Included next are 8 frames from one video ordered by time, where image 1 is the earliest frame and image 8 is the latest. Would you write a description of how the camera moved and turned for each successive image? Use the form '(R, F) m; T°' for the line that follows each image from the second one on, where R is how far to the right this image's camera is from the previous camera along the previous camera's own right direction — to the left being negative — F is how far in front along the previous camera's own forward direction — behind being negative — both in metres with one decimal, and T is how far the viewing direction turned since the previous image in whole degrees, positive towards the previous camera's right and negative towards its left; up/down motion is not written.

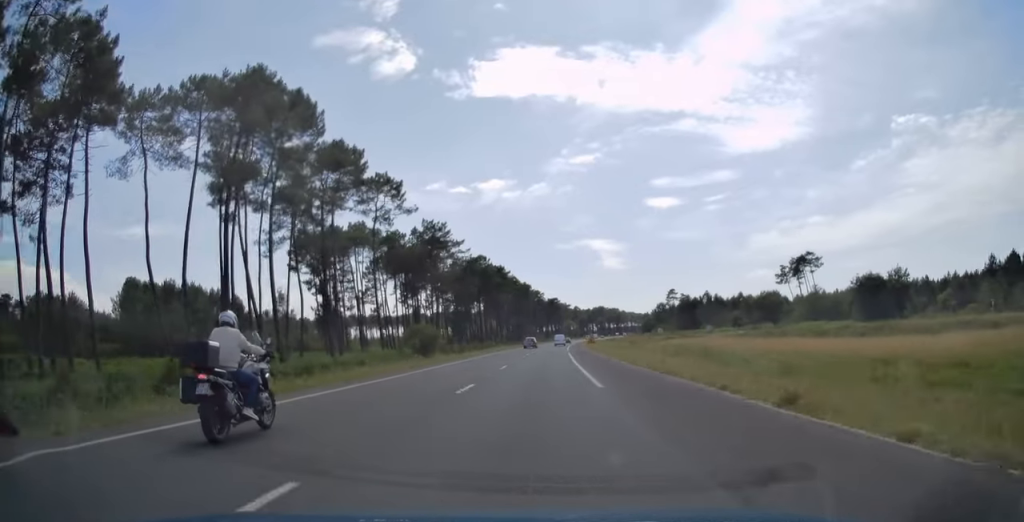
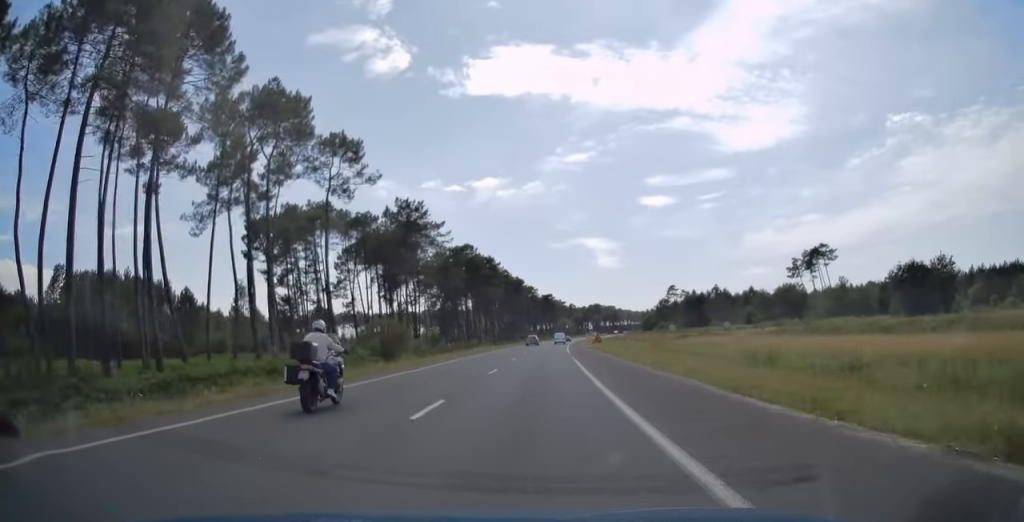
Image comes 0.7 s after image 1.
(+0.1, +18.3) m; 0°
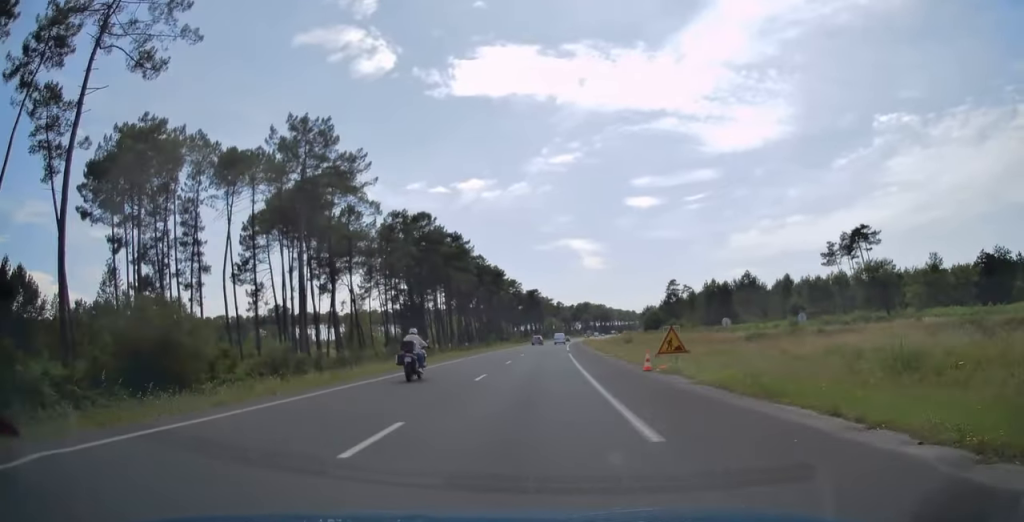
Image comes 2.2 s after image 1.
(+0.2, +42.5) m; +2°
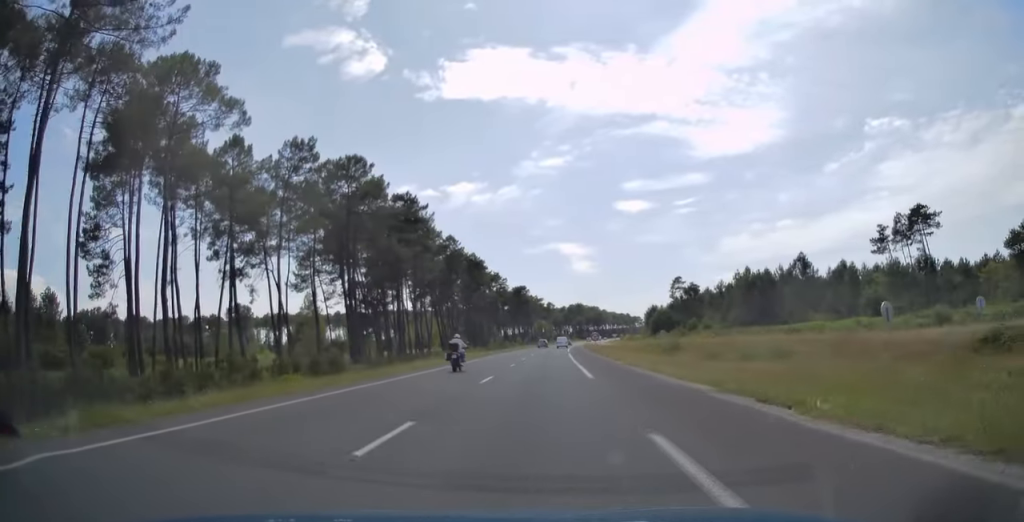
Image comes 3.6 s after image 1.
(+0.5, +38.6) m; +1°
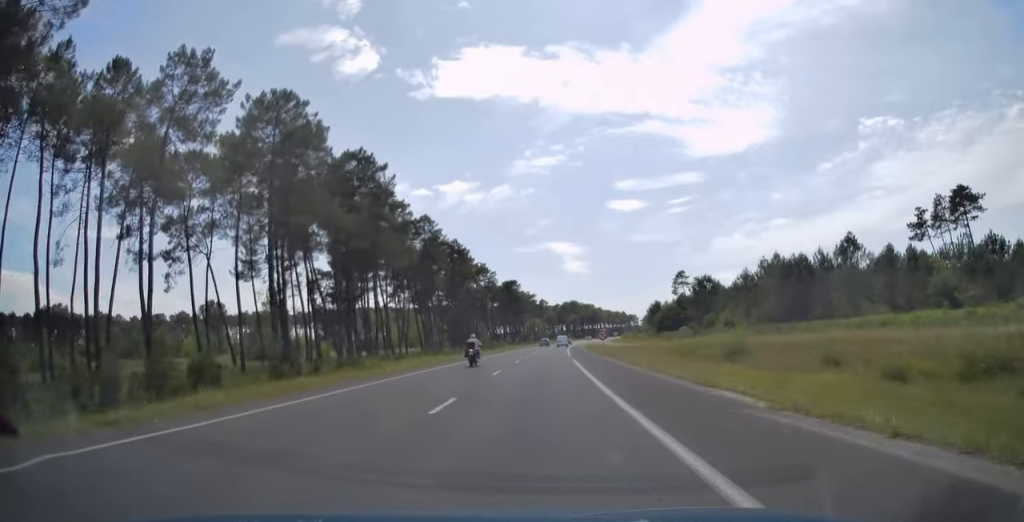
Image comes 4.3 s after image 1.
(-0.3, +21.9) m; 0°
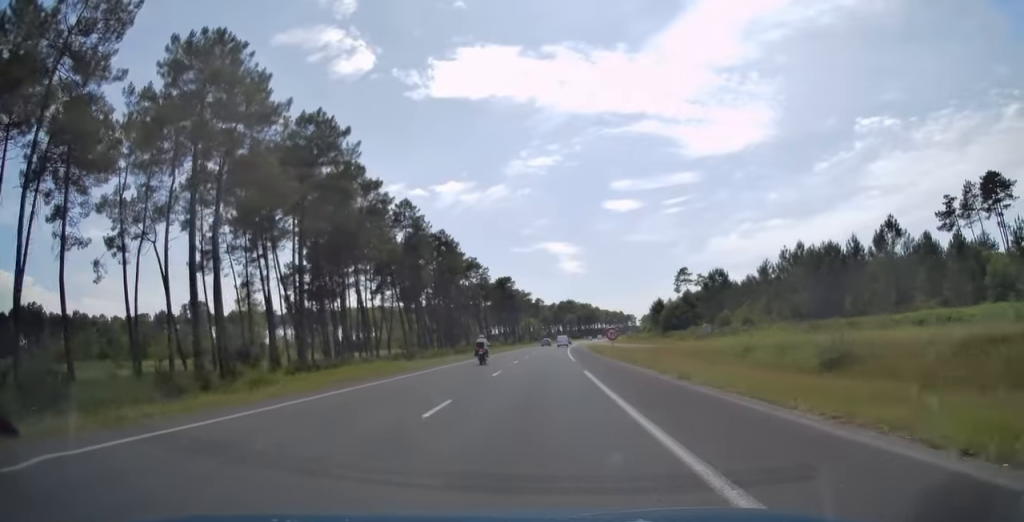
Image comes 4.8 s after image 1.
(+0.2, +13.5) m; 0°
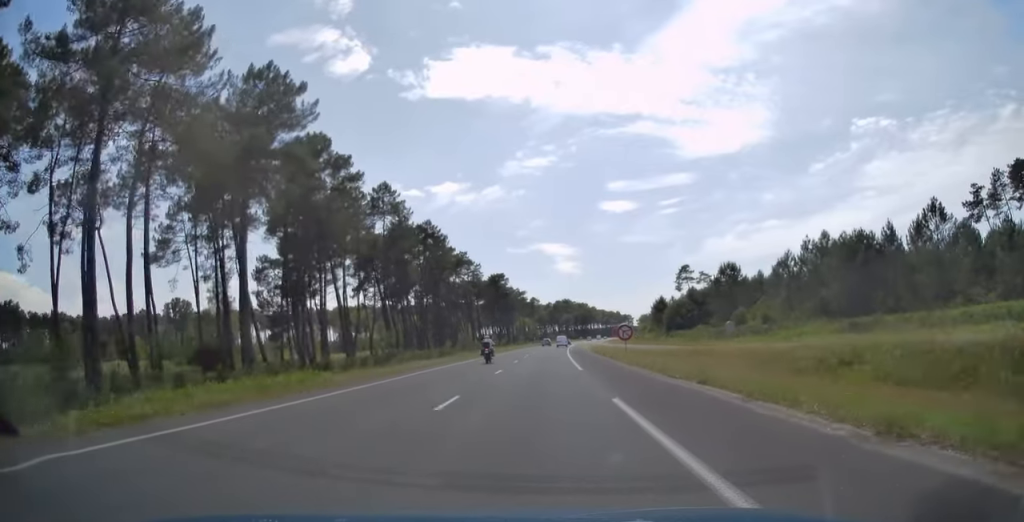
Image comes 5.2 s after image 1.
(+0.1, +11.7) m; 0°
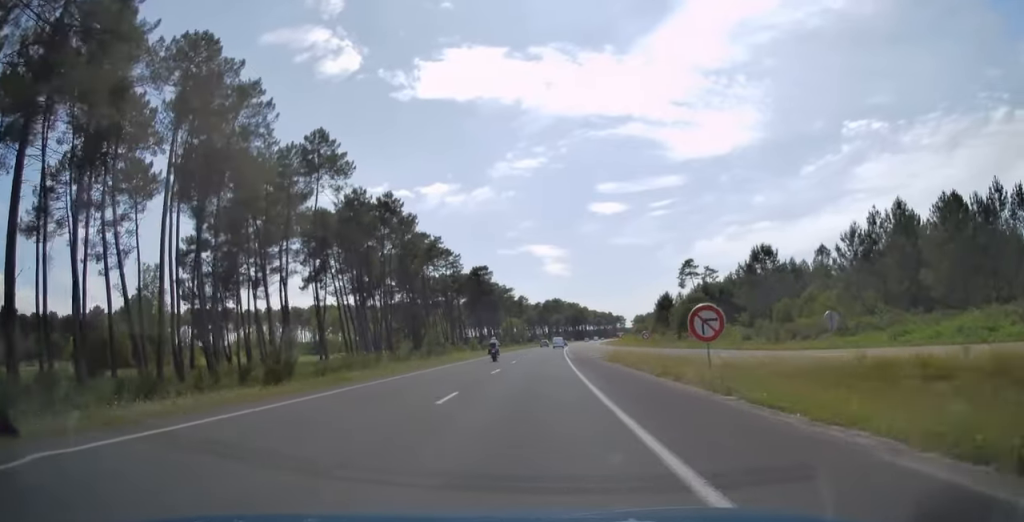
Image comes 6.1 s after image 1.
(+0.1, +24.7) m; +1°
